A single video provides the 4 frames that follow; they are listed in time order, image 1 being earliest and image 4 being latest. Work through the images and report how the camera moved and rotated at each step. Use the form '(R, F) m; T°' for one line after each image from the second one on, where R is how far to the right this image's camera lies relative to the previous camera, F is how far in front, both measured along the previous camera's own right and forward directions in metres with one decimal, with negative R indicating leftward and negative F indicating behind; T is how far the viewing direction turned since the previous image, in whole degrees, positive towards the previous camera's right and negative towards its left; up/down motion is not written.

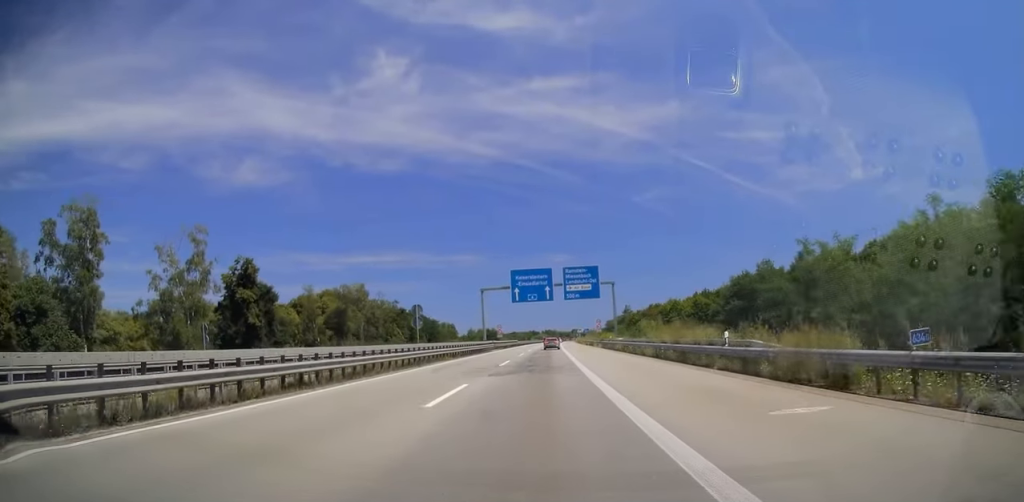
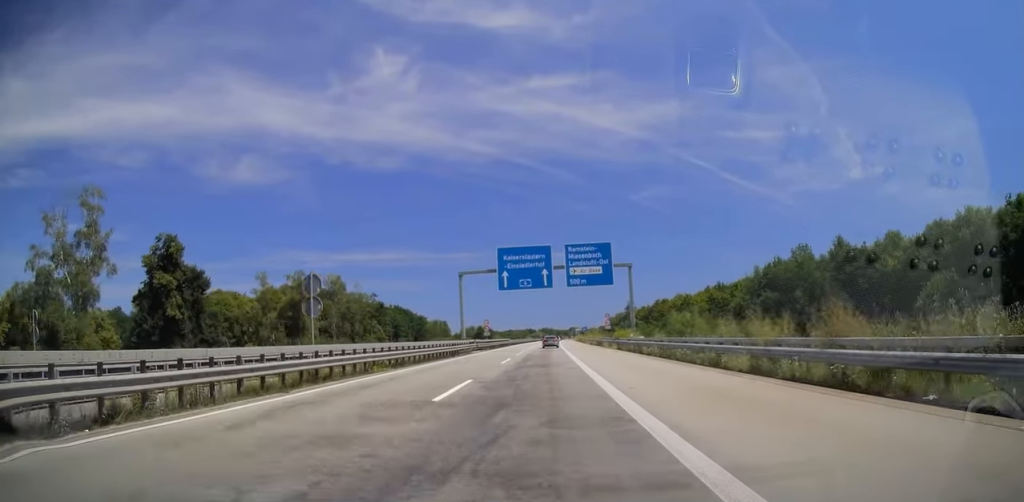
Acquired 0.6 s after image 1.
(+0.2, +17.6) m; 0°
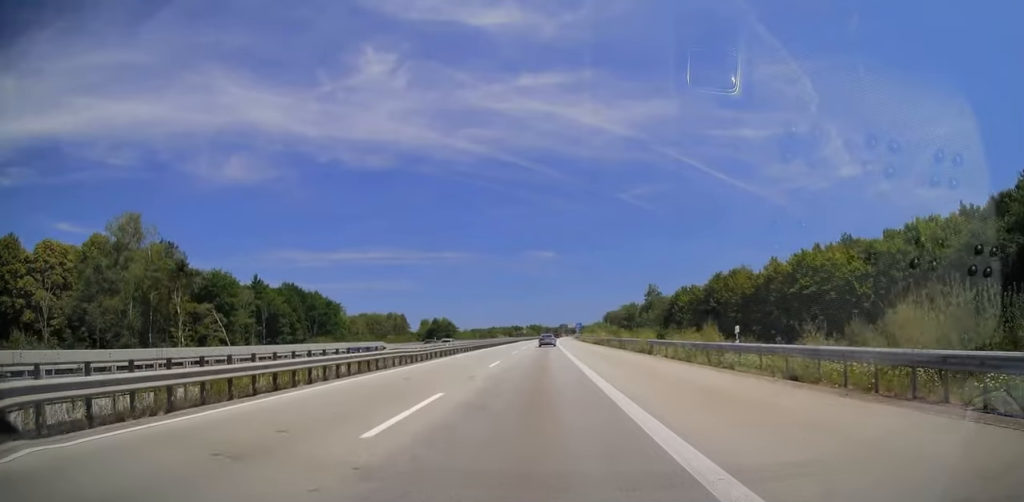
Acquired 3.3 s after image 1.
(0.0, +79.1) m; 0°
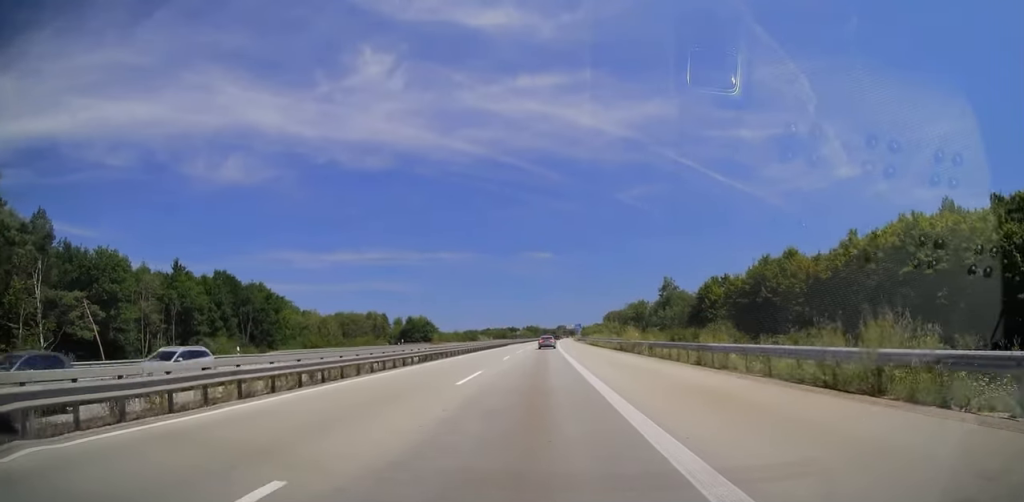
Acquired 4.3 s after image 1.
(+0.2, +27.4) m; +1°
